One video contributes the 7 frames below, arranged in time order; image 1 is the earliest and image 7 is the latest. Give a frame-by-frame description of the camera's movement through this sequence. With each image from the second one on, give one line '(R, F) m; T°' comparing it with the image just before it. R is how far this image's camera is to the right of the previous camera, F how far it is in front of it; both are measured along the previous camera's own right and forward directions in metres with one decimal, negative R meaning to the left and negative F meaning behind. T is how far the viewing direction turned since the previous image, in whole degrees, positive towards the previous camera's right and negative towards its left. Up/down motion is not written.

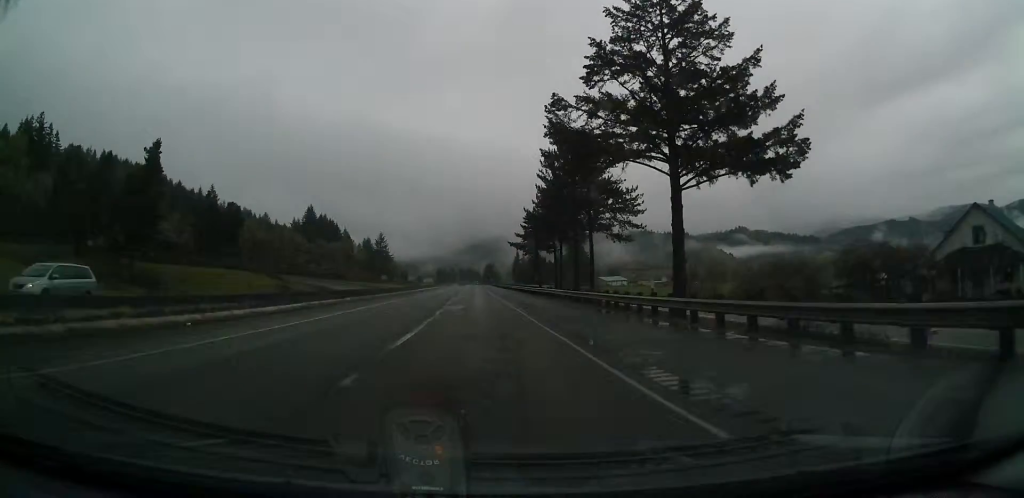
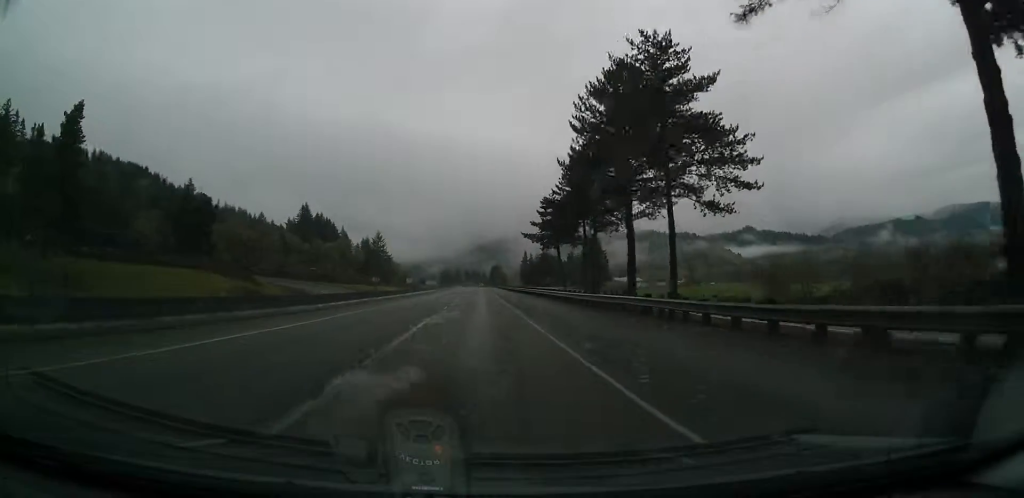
(-0.3, +24.4) m; 0°
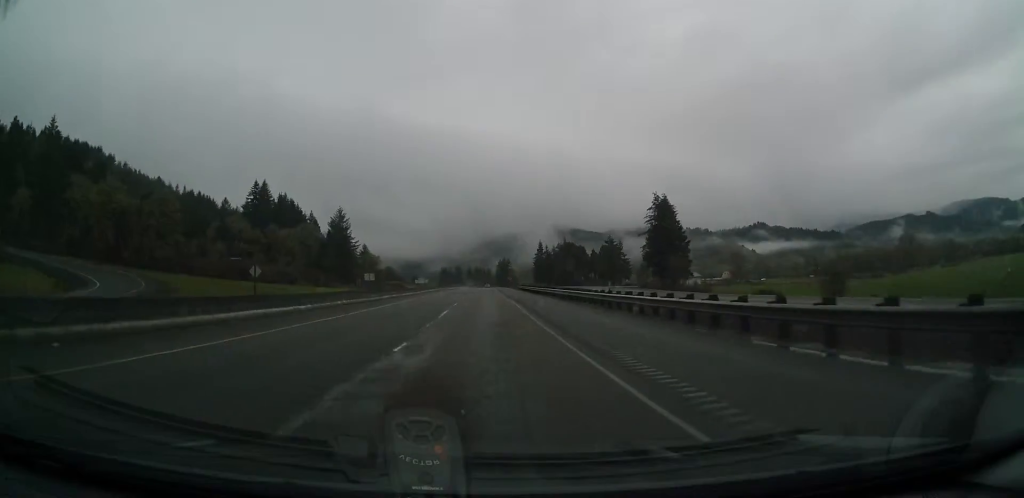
(-1.7, +86.0) m; -2°
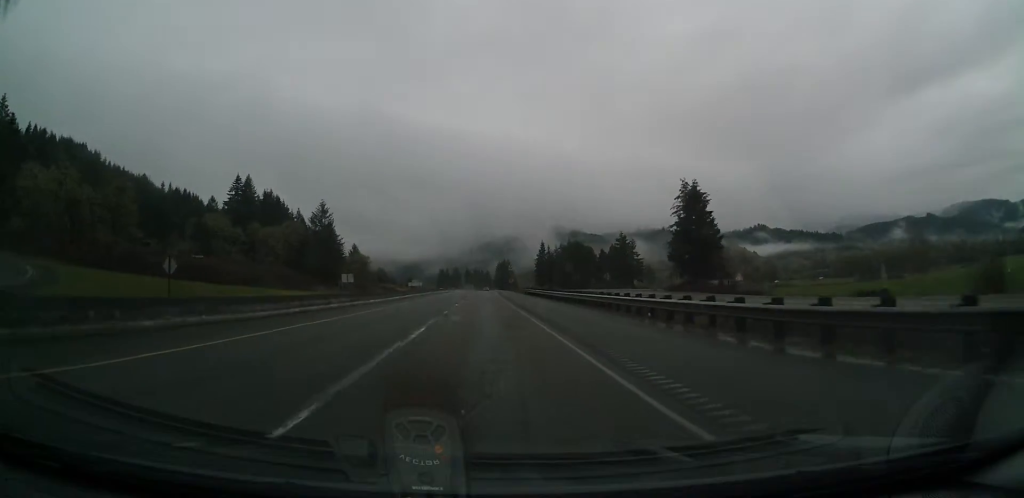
(-0.1, +20.9) m; 0°
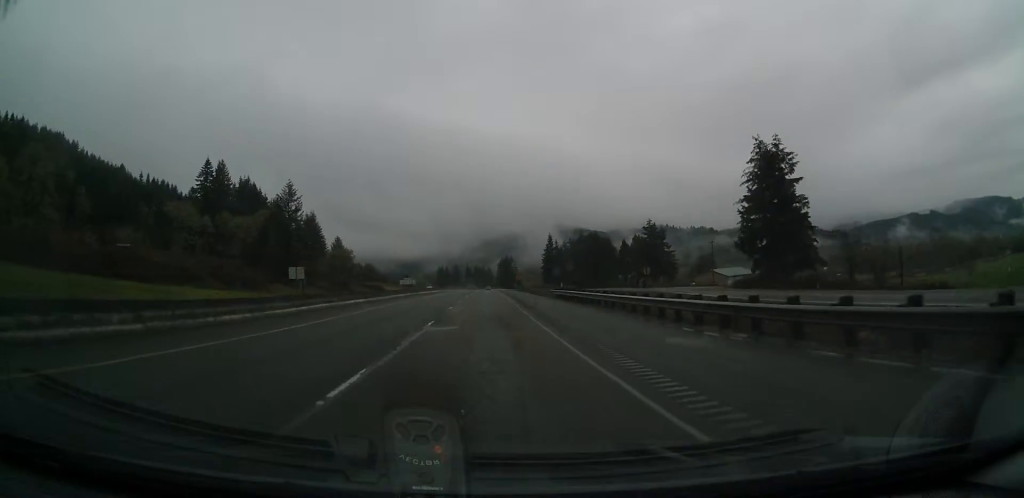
(+0.2, +33.0) m; +1°
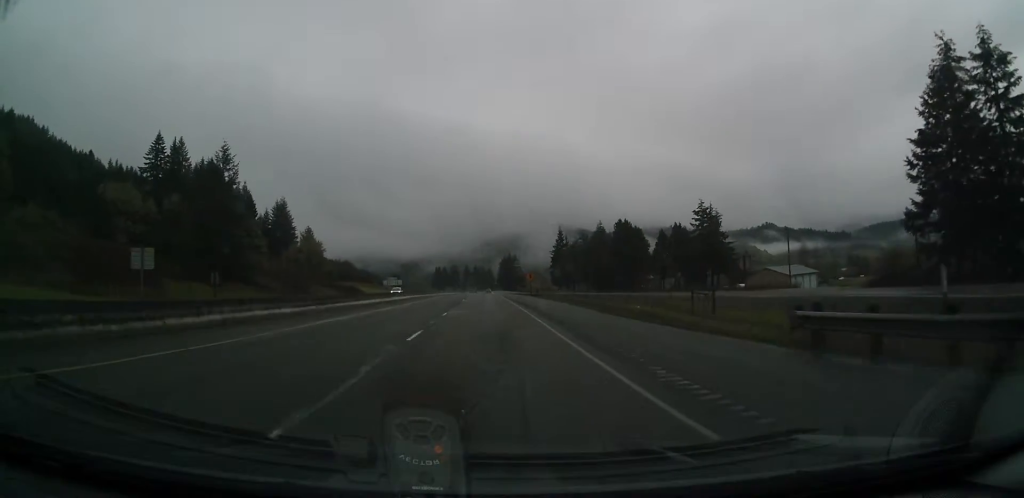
(+0.4, +40.7) m; +1°
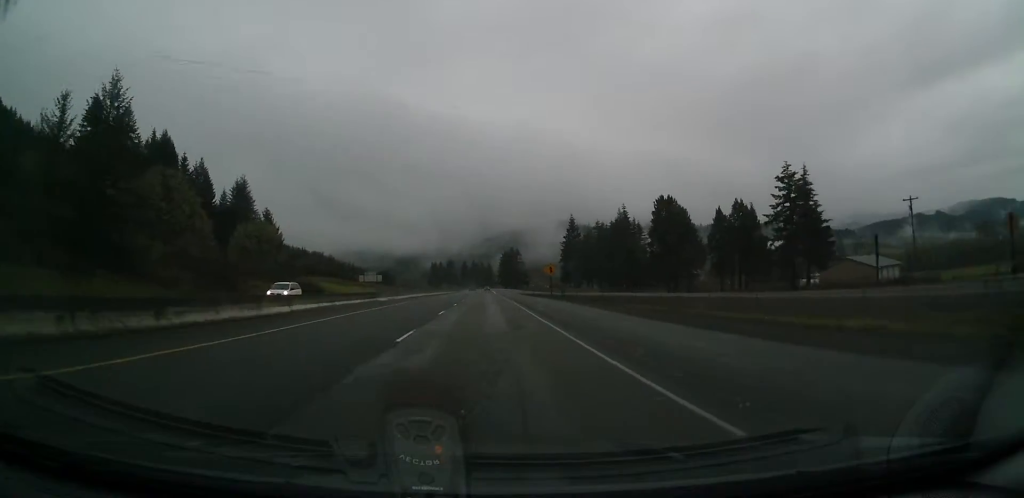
(-0.1, +38.6) m; -1°
